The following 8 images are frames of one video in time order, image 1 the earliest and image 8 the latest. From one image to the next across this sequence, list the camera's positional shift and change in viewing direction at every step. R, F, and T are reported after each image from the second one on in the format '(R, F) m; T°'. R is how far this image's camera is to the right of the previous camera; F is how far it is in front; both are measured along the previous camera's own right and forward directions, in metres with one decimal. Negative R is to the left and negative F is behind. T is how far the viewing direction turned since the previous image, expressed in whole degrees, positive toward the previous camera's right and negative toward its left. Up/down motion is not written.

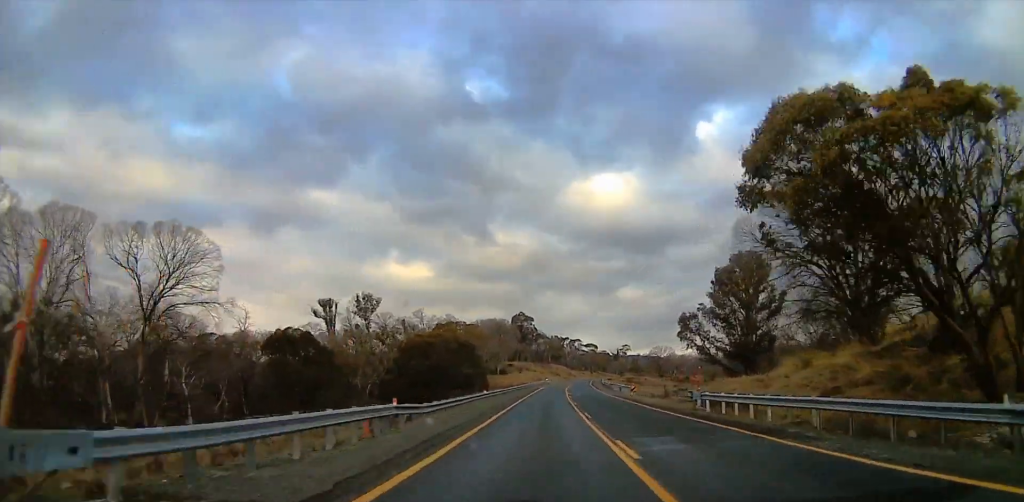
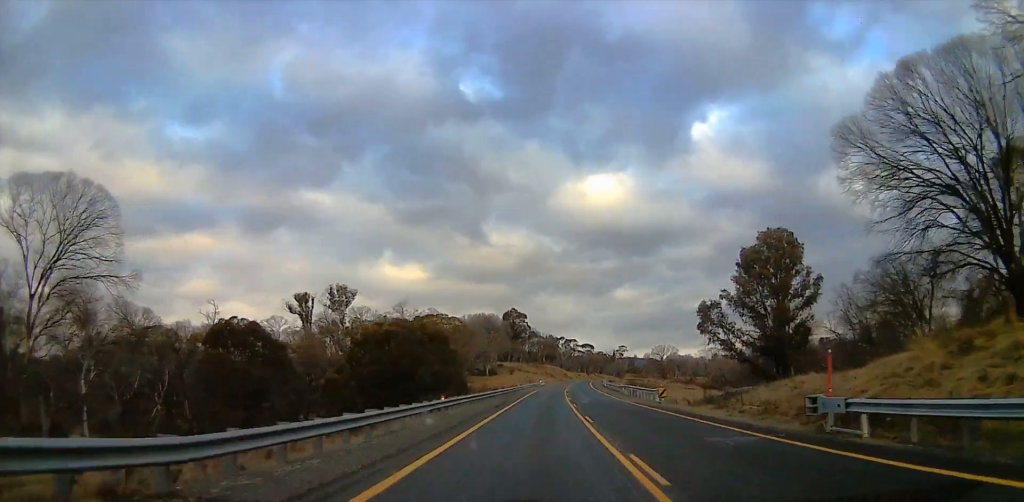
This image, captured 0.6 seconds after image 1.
(0.0, +16.0) m; 0°
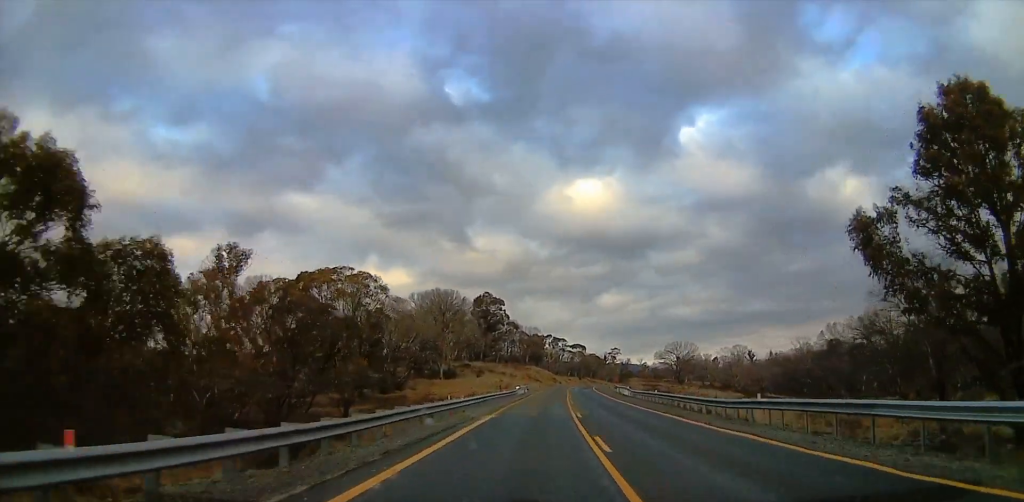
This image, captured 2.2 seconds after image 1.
(0.0, +48.4) m; 0°
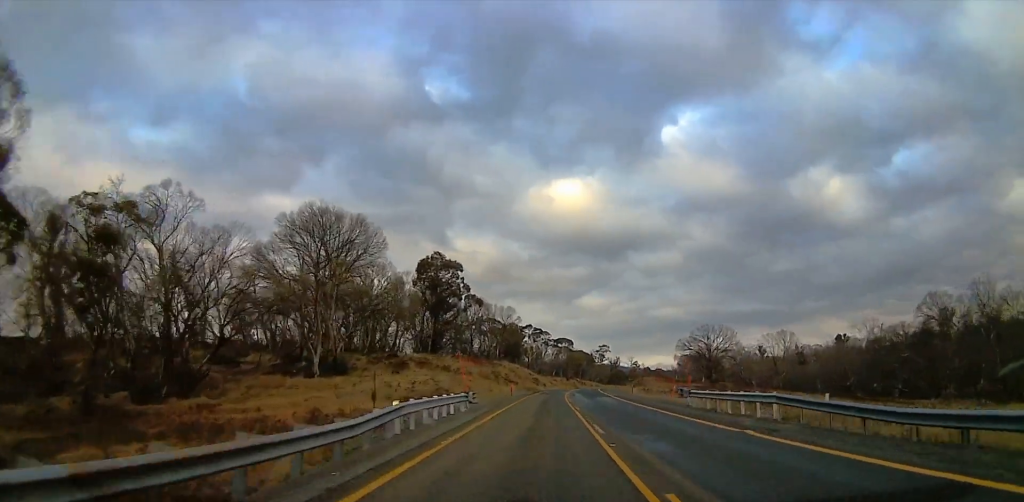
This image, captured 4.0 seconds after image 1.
(0.0, +50.5) m; 0°
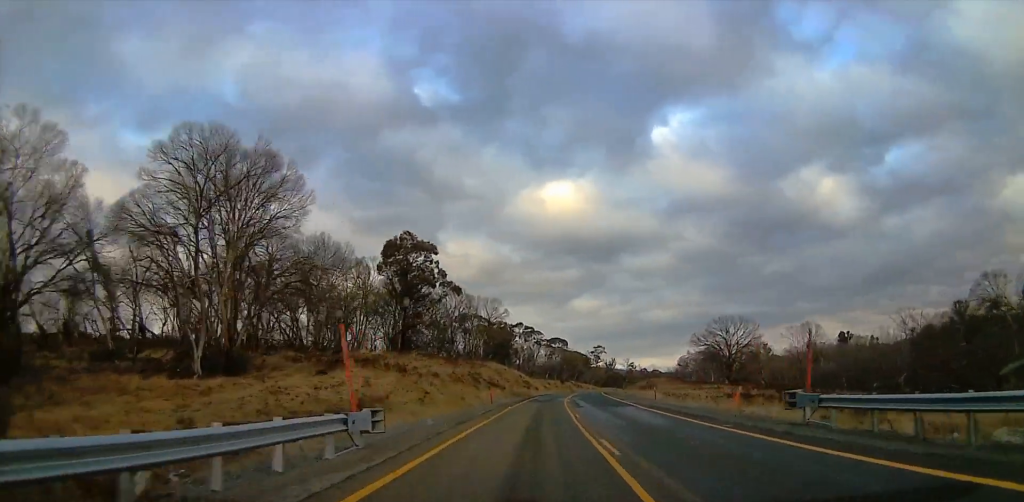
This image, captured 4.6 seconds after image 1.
(0.0, +18.1) m; 0°
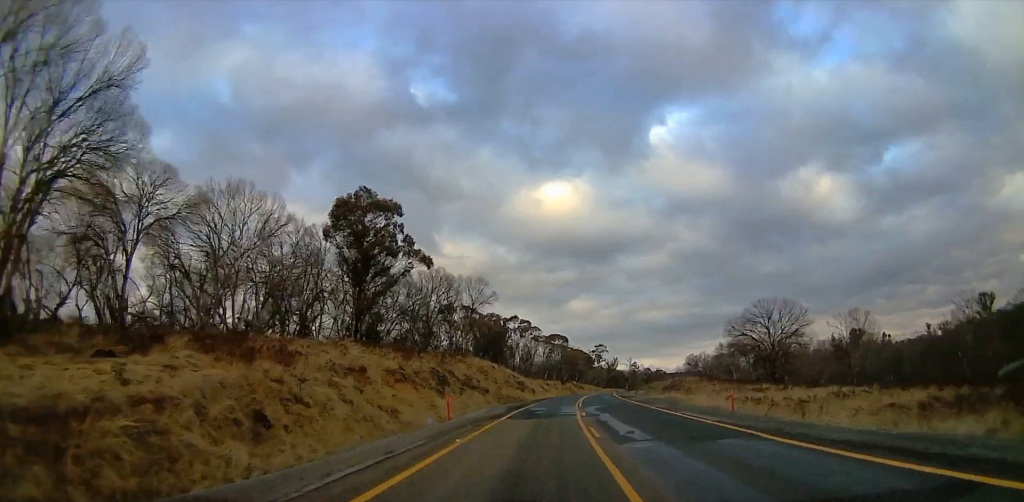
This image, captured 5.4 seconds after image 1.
(0.0, +21.4) m; 0°
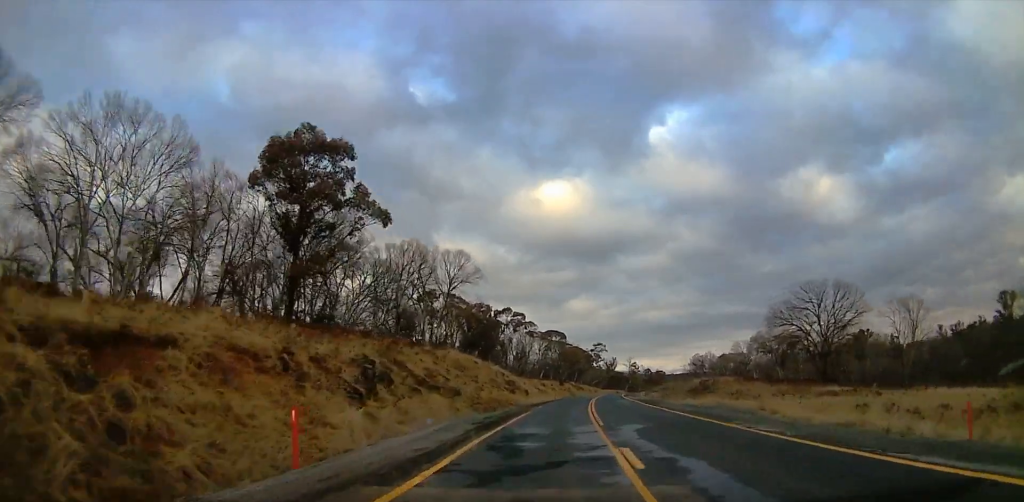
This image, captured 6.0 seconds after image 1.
(0.0, +17.7) m; 0°
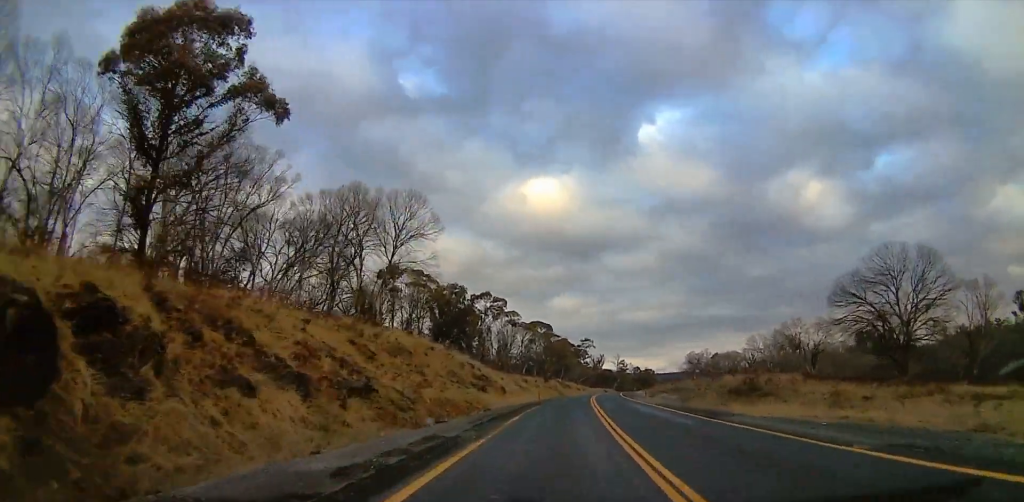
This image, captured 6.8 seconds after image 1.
(0.0, +19.6) m; +3°
